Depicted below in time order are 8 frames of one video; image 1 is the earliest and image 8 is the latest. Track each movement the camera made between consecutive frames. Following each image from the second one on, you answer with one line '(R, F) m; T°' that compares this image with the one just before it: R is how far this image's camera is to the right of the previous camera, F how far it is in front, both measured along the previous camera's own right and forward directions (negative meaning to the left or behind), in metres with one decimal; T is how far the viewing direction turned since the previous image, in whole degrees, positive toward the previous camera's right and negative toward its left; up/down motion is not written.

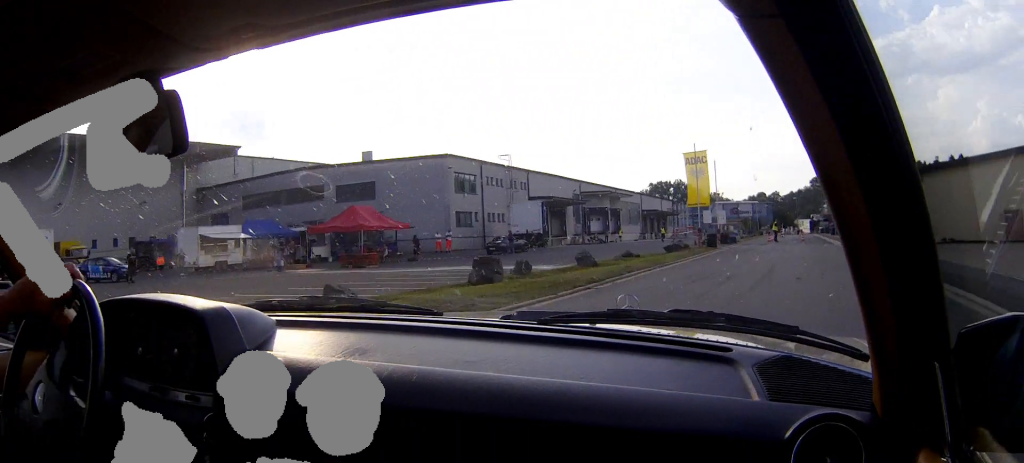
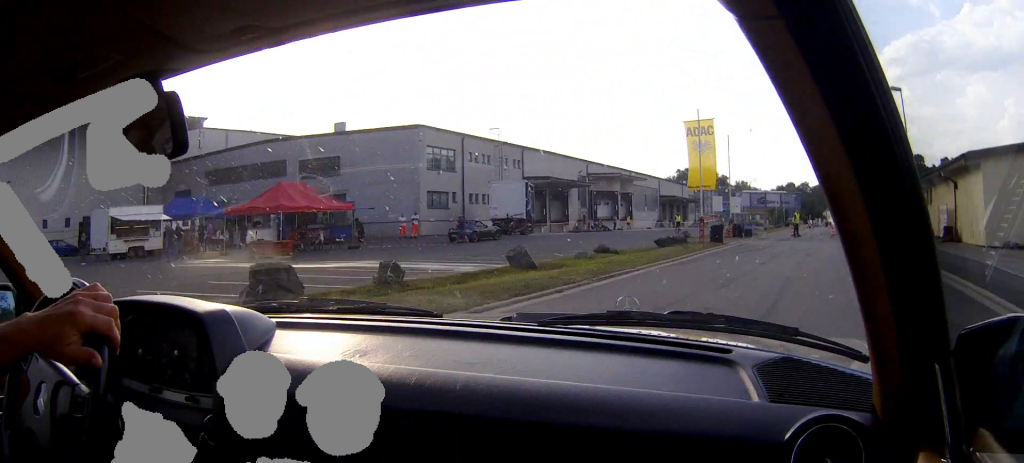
(-0.7, +9.4) m; -5°
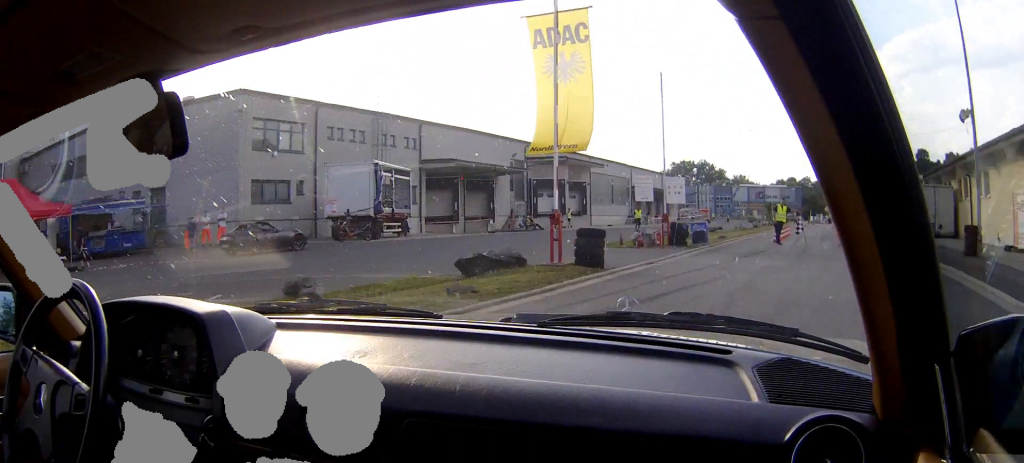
(-0.2, +18.8) m; -1°
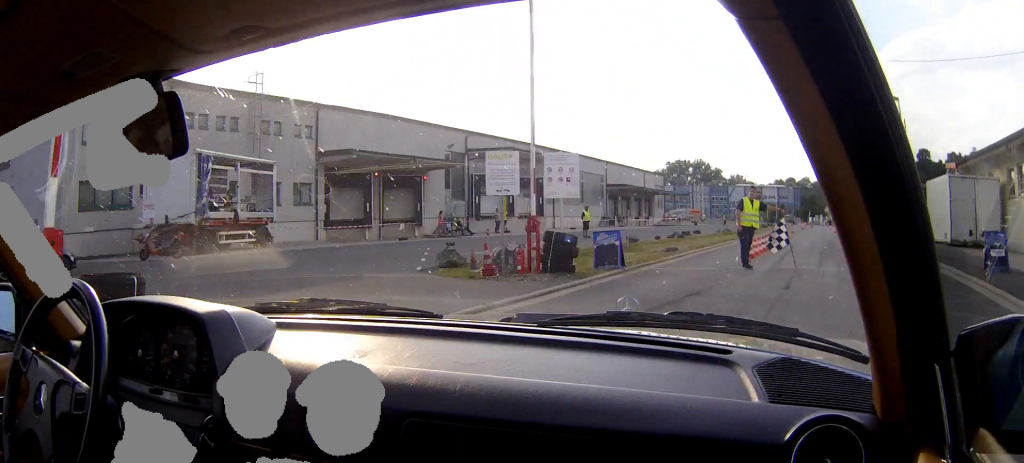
(-0.1, +12.4) m; 0°
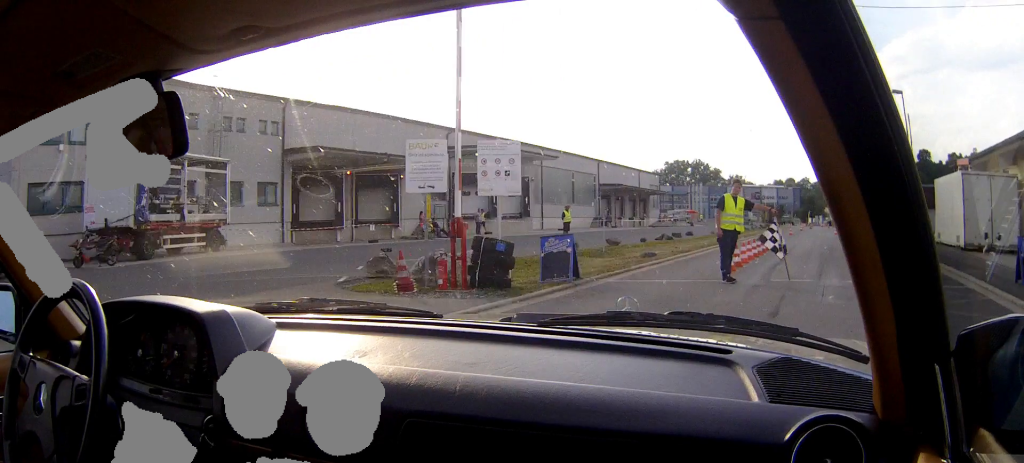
(0.0, +3.2) m; 0°
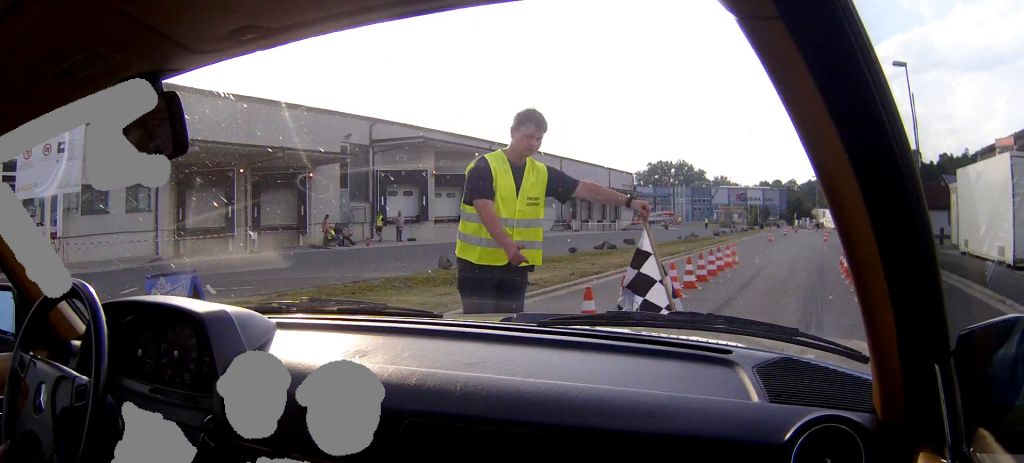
(+0.1, +9.6) m; +3°
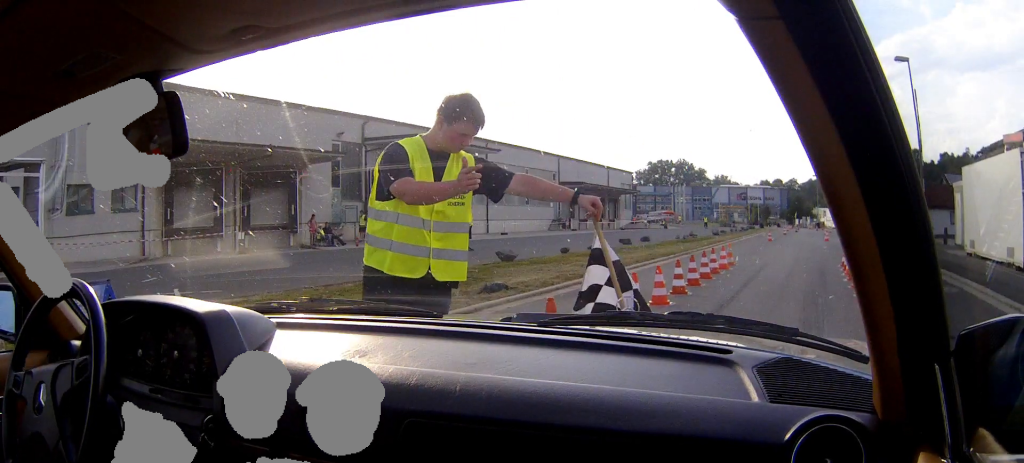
(0.0, +1.2) m; +2°
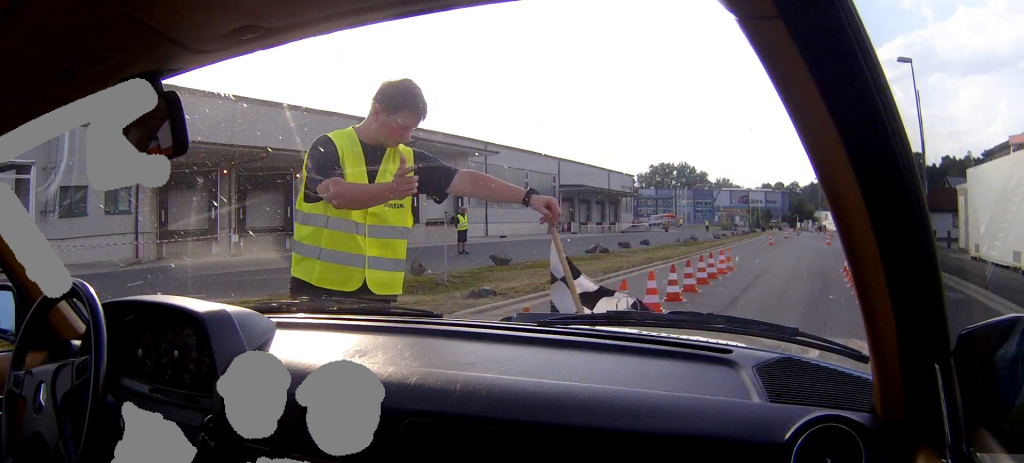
(0.0, +0.9) m; +1°
